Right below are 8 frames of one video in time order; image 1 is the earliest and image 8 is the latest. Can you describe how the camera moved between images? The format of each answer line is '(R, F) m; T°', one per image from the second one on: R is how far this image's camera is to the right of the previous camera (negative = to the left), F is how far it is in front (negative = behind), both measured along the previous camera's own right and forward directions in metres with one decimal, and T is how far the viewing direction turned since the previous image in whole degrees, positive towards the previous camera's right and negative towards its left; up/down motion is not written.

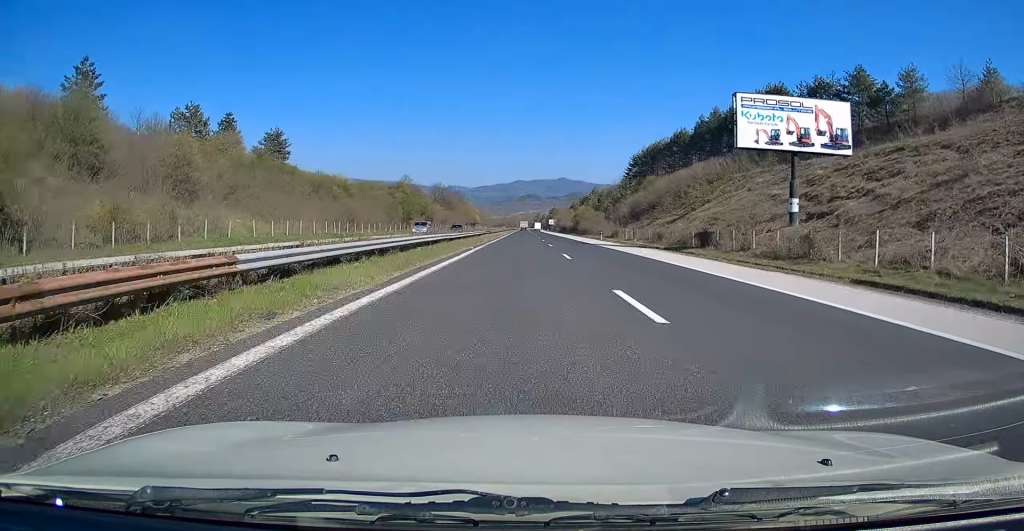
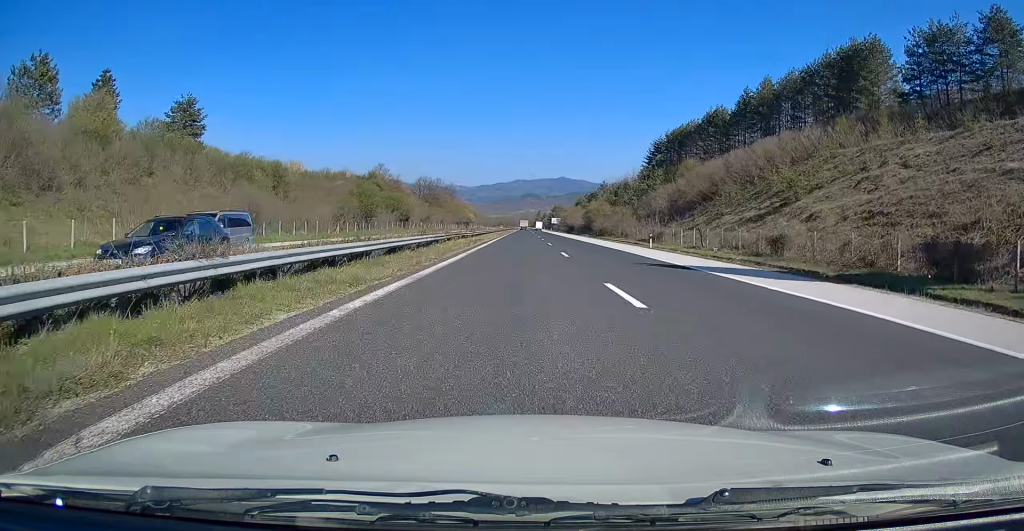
(0.0, +30.7) m; 0°
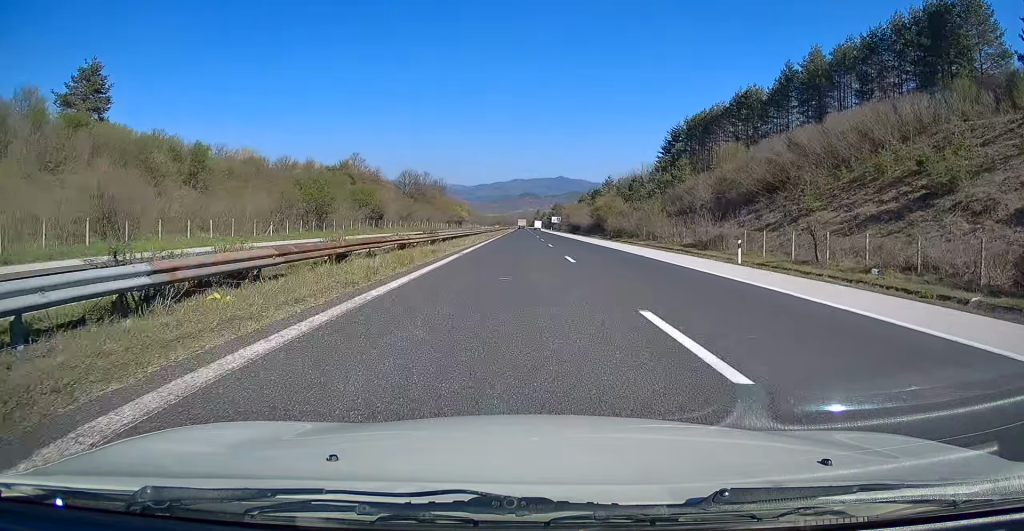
(0.0, +20.4) m; 0°
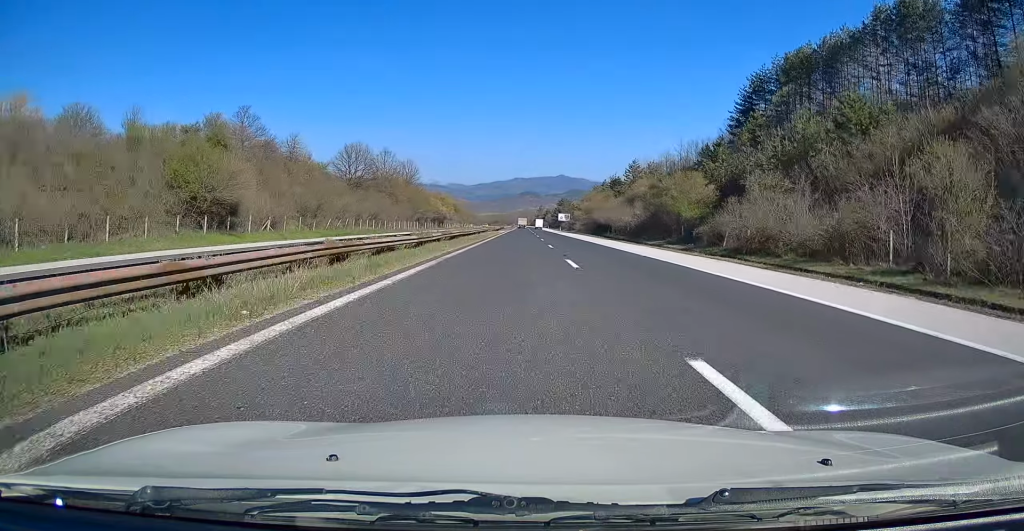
(0.0, +51.2) m; 0°
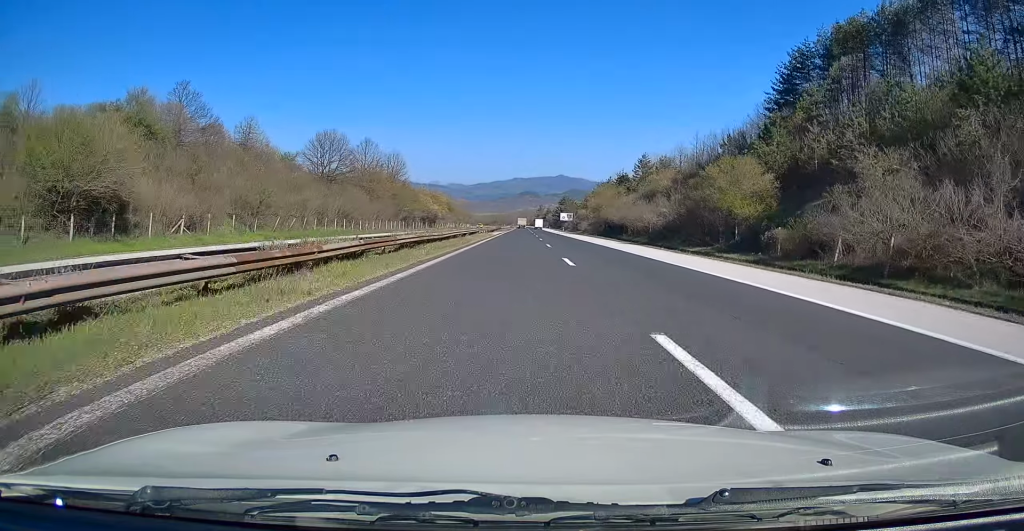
(0.0, +14.9) m; 0°
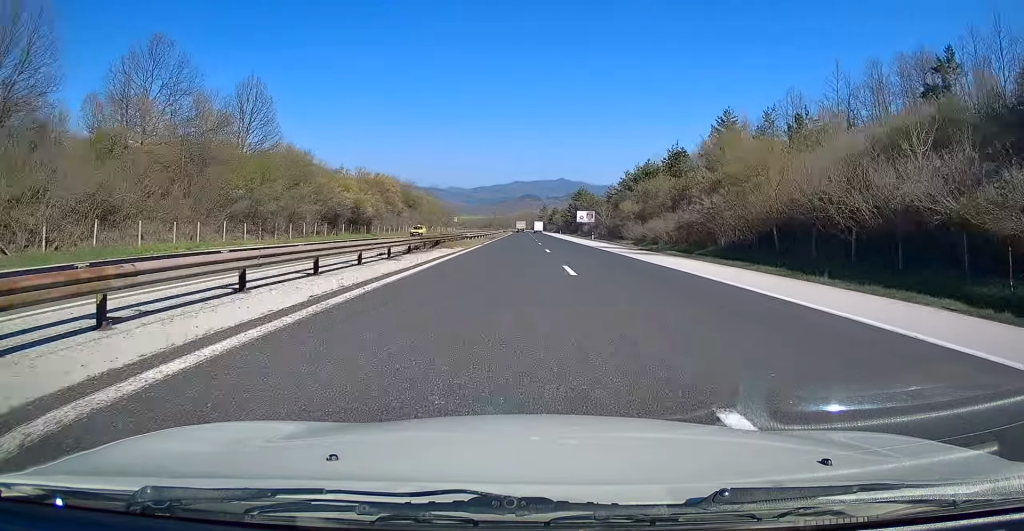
(0.0, +66.8) m; +1°
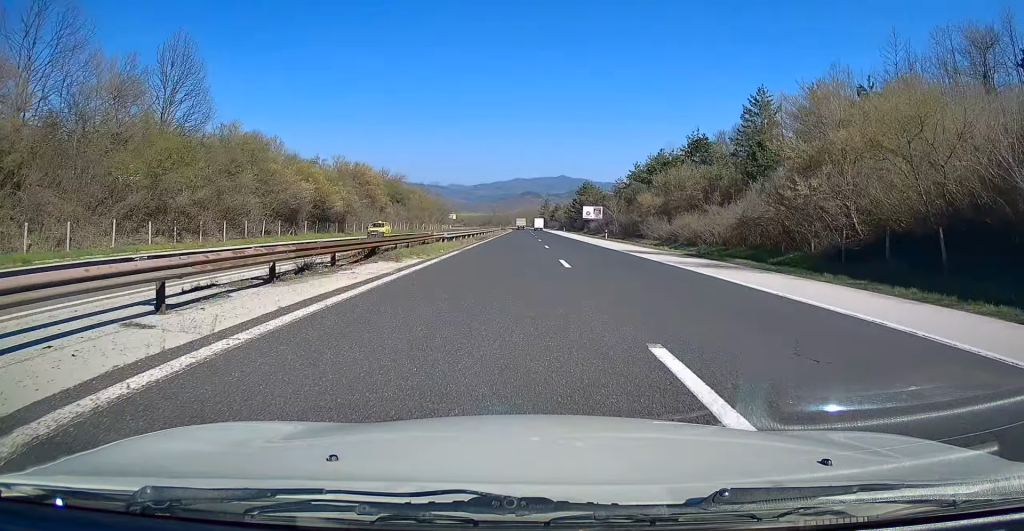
(+0.1, +14.0) m; 0°
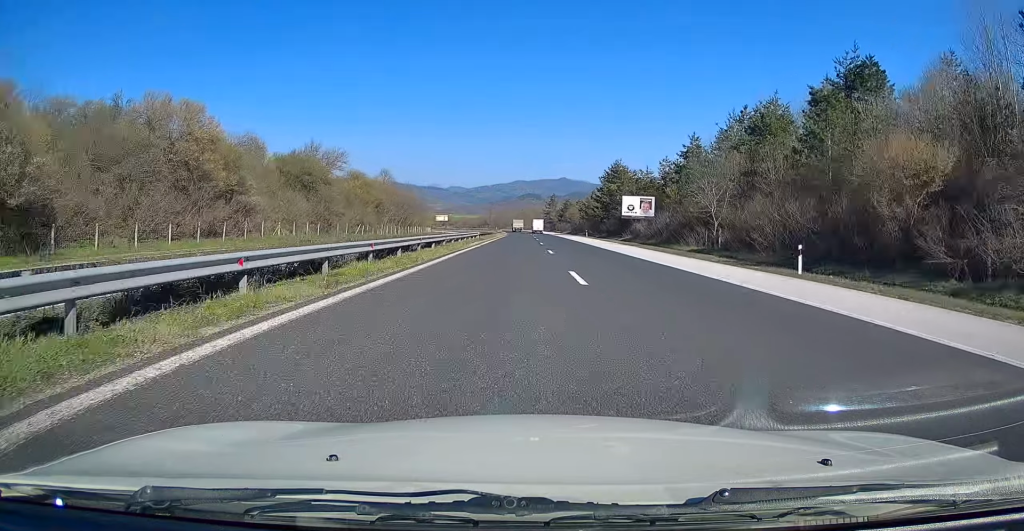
(-0.3, +53.1) m; -1°
